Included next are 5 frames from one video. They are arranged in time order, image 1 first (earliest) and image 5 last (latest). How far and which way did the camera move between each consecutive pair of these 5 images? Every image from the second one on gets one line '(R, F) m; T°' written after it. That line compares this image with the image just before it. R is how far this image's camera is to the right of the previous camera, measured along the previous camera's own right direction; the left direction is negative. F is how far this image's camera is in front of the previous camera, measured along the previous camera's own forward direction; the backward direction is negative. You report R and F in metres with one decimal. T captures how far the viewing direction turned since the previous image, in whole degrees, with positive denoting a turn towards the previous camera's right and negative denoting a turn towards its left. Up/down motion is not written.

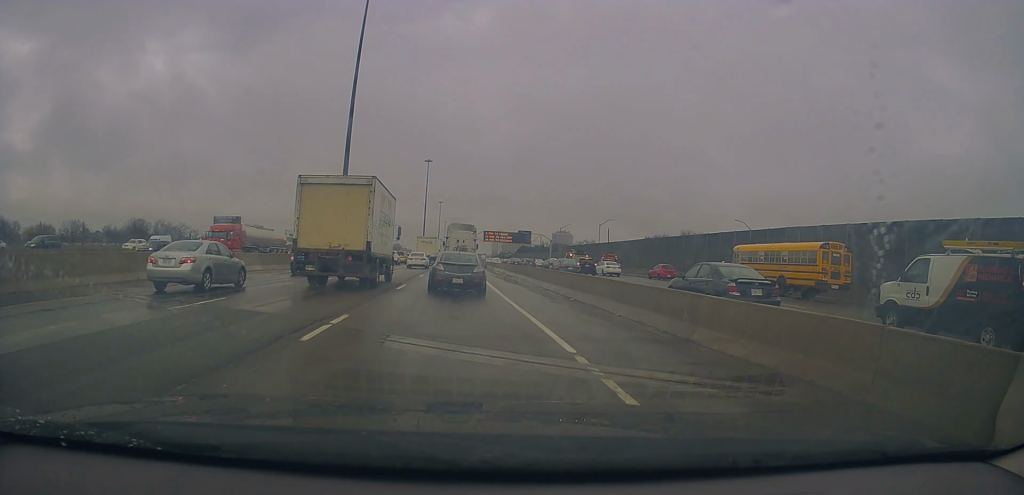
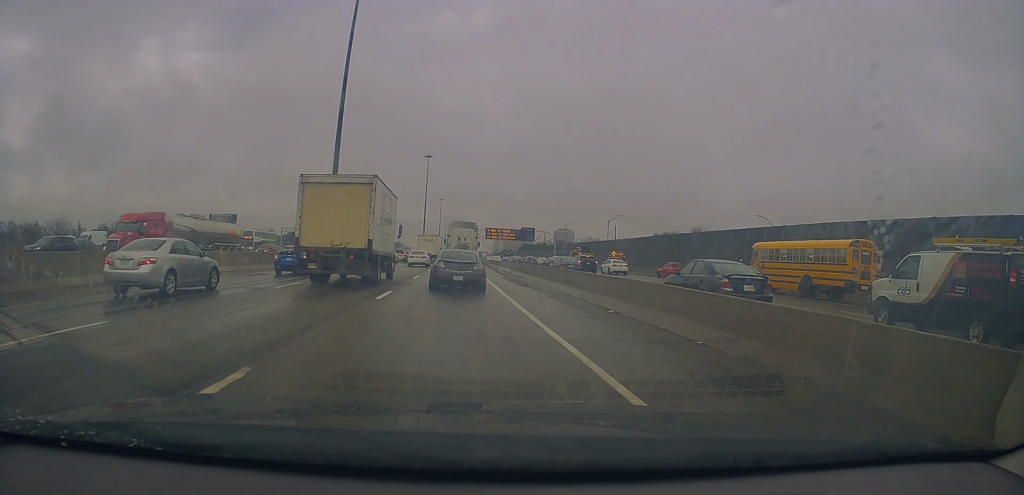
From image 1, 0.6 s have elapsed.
(-0.1, +5.5) m; -3°
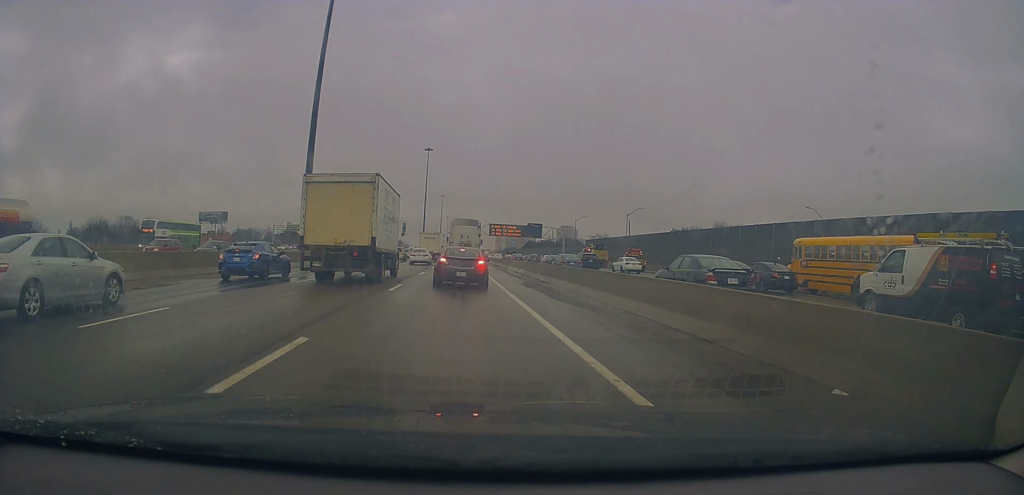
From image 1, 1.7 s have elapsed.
(-0.6, +10.2) m; 0°
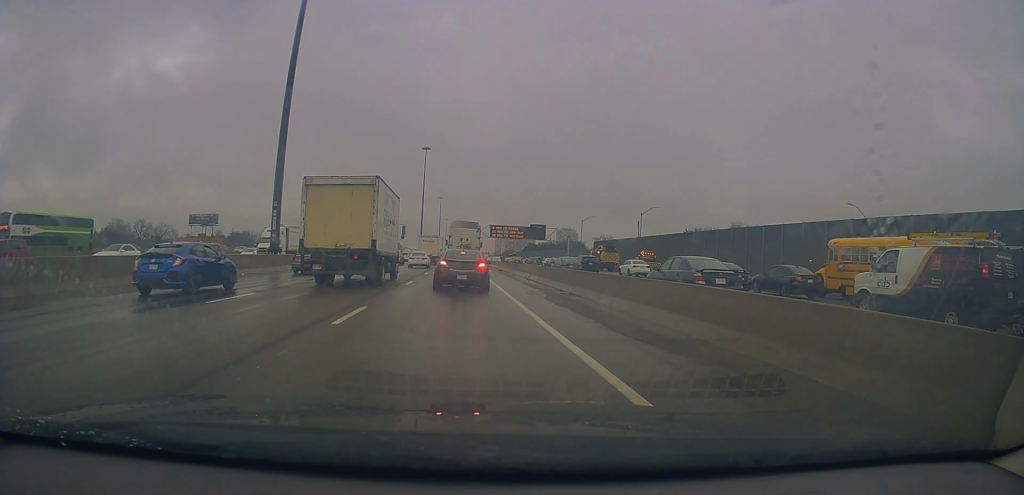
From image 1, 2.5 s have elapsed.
(+0.5, +7.5) m; +3°
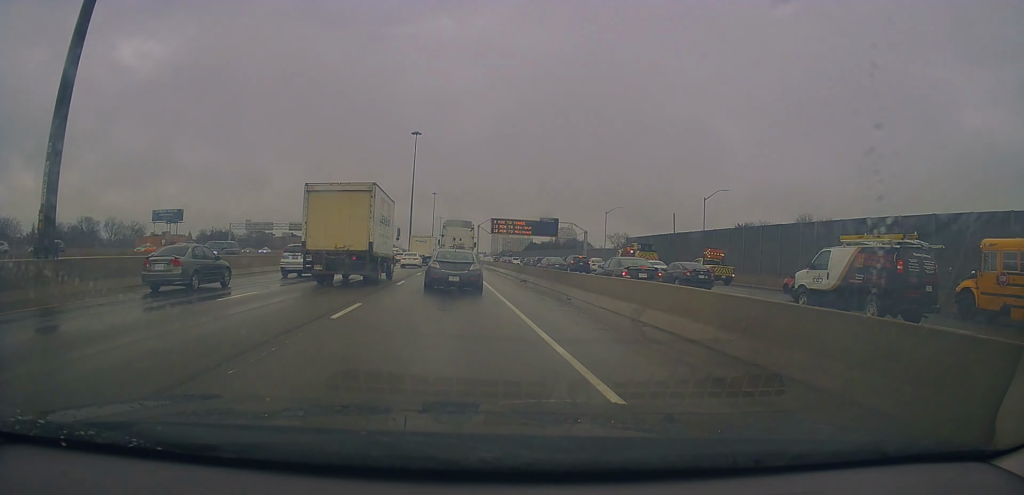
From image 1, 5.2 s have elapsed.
(-0.4, +24.1) m; -1°
